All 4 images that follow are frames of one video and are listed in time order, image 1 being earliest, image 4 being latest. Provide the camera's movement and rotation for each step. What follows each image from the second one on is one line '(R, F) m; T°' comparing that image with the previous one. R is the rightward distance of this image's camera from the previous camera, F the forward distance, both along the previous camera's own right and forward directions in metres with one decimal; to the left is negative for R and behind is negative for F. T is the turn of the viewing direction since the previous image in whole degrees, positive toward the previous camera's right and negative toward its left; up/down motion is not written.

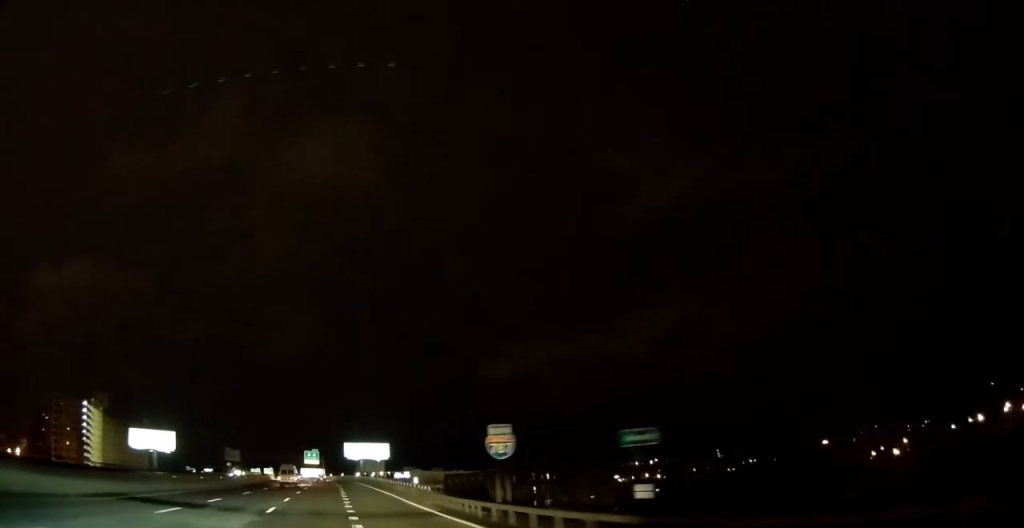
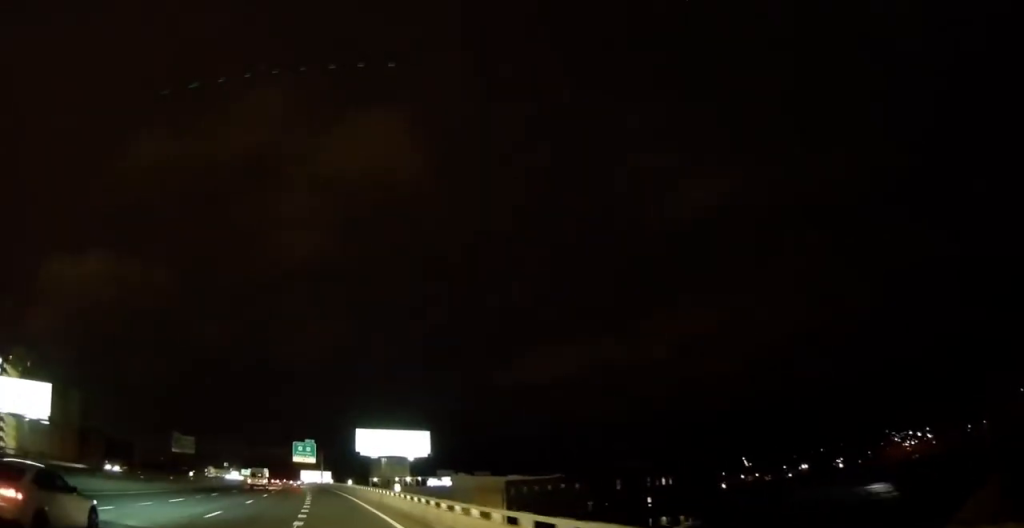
(+0.6, +71.7) m; 0°
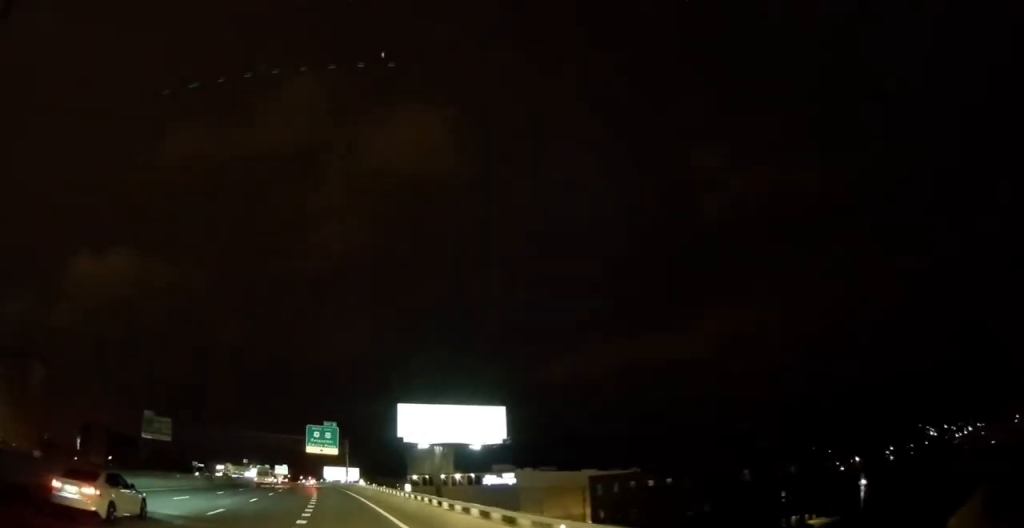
(-1.1, +37.3) m; -3°
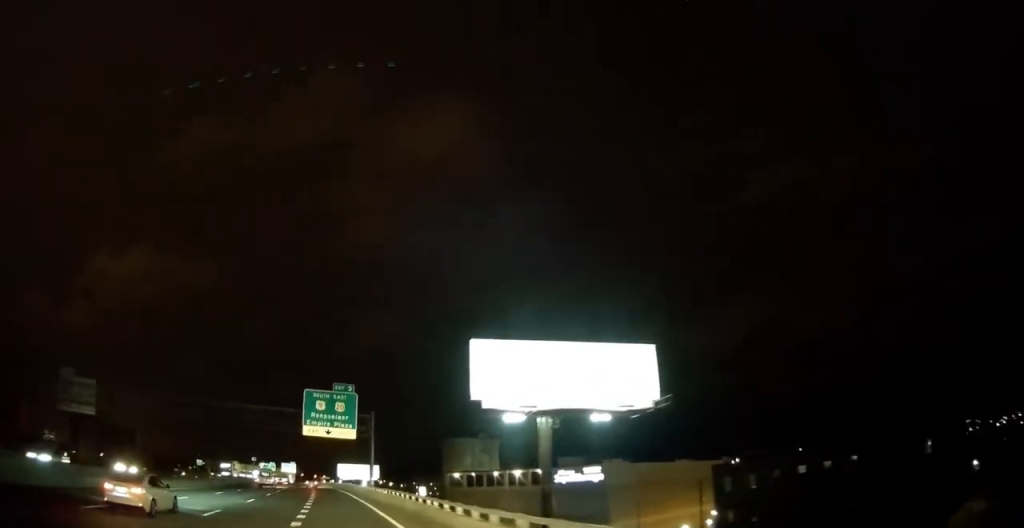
(-0.7, +37.1) m; -2°
